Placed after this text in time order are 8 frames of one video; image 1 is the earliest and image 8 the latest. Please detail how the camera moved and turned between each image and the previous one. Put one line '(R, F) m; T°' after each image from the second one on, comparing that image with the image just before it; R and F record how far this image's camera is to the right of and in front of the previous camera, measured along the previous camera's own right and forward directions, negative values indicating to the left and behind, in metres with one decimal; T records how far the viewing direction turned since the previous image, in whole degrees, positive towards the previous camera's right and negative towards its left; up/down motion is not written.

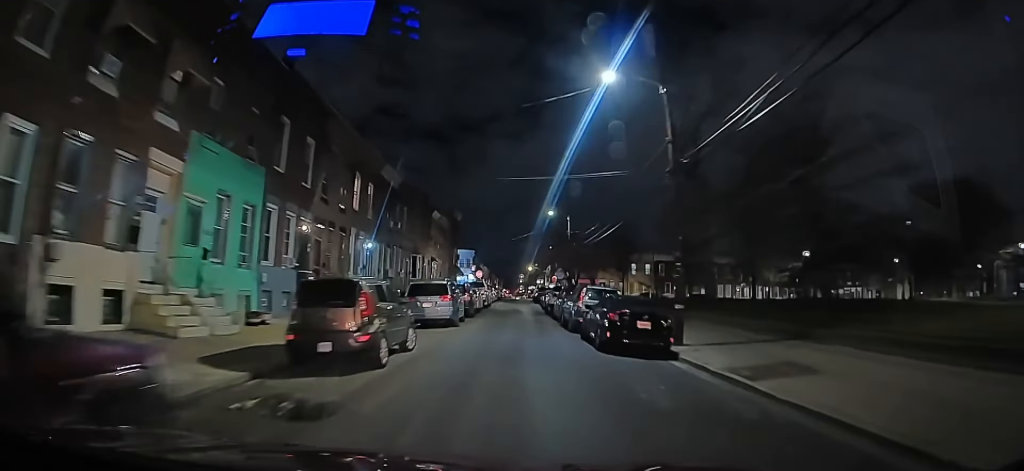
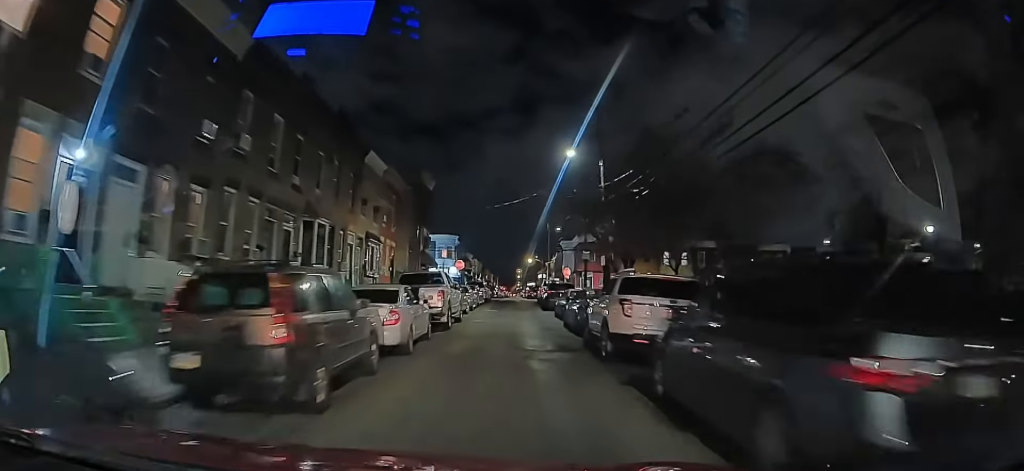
(+0.1, +20.2) m; -1°
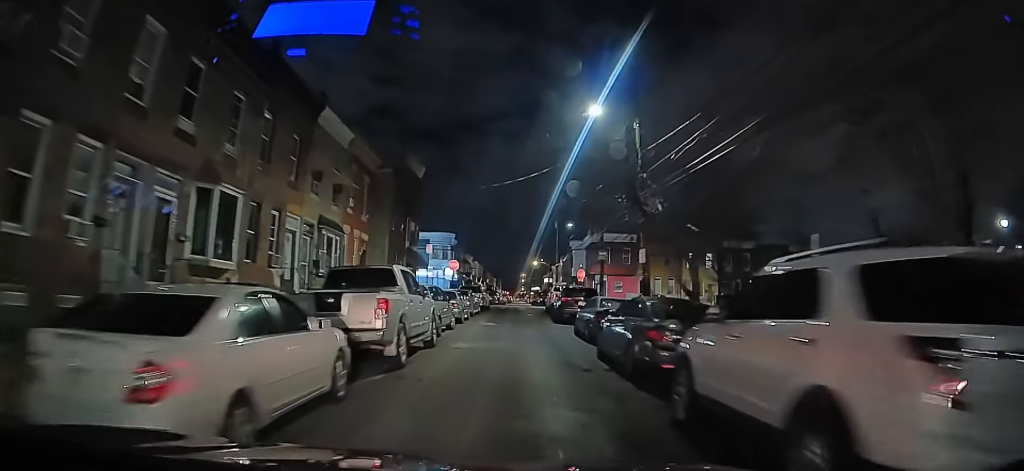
(-0.1, +7.8) m; -1°
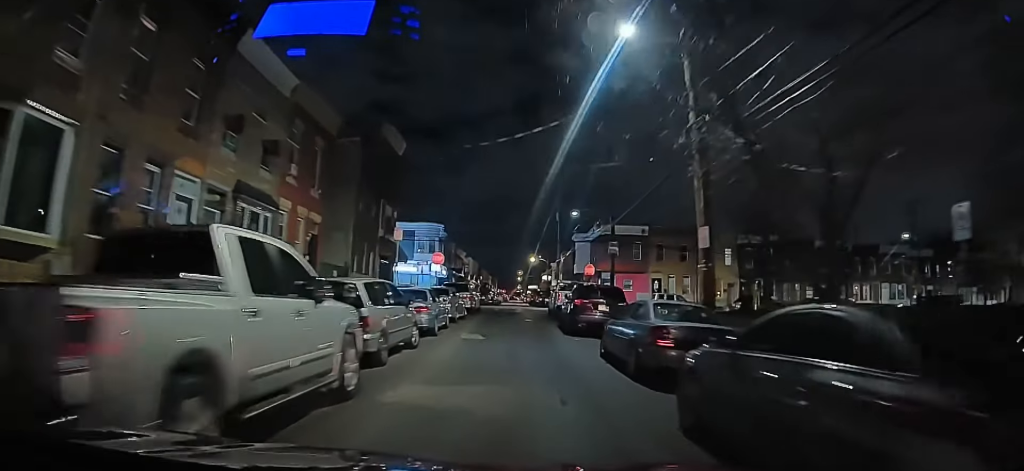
(0.0, +5.5) m; 0°
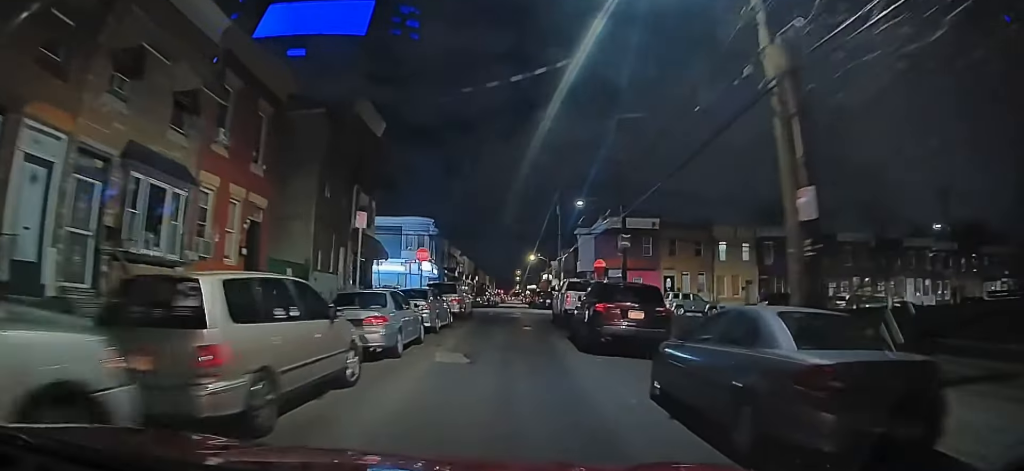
(0.0, +4.0) m; 0°
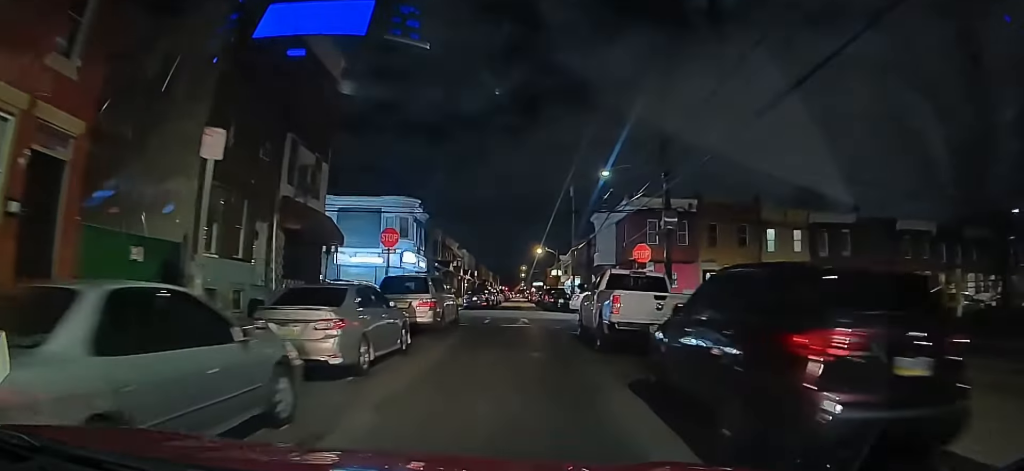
(0.0, +6.9) m; -1°
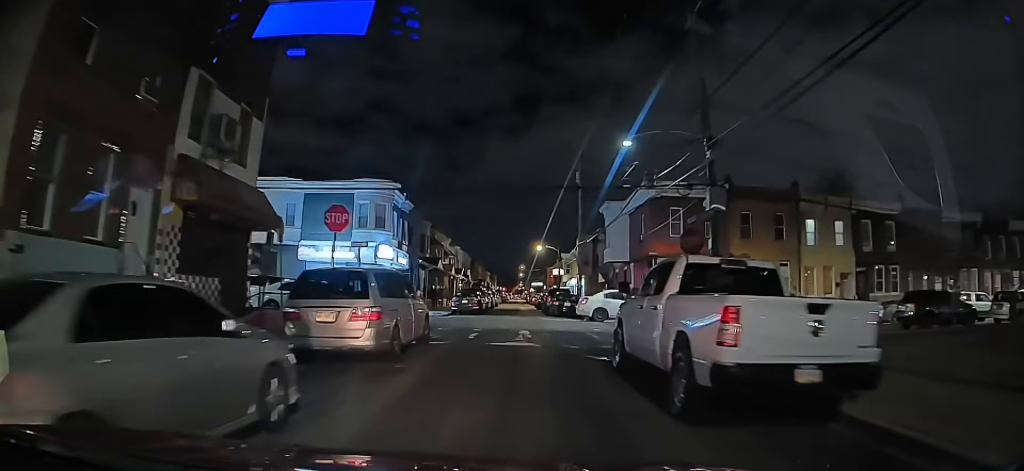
(-0.1, +4.3) m; -1°
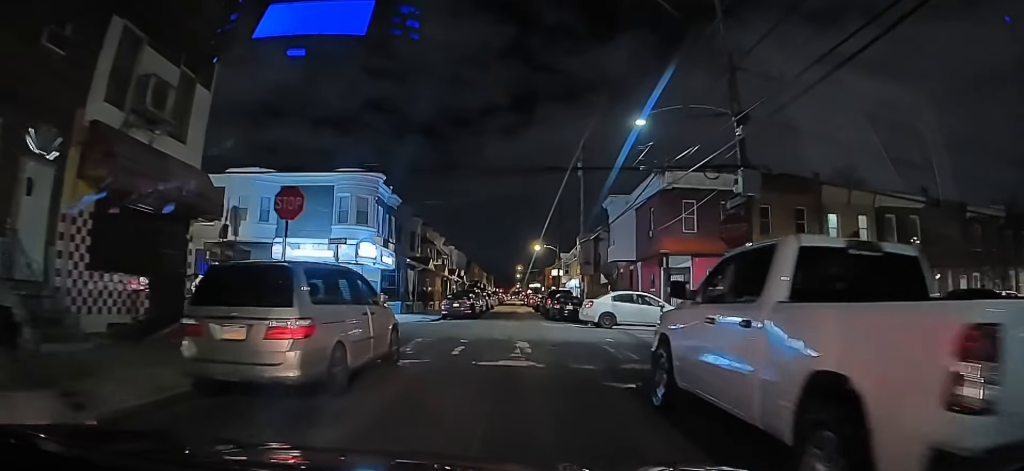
(0.0, +2.3) m; 0°
